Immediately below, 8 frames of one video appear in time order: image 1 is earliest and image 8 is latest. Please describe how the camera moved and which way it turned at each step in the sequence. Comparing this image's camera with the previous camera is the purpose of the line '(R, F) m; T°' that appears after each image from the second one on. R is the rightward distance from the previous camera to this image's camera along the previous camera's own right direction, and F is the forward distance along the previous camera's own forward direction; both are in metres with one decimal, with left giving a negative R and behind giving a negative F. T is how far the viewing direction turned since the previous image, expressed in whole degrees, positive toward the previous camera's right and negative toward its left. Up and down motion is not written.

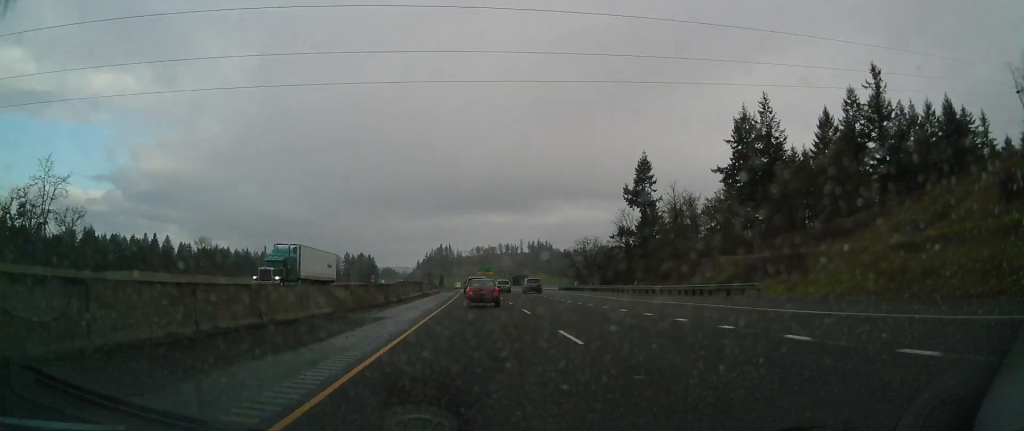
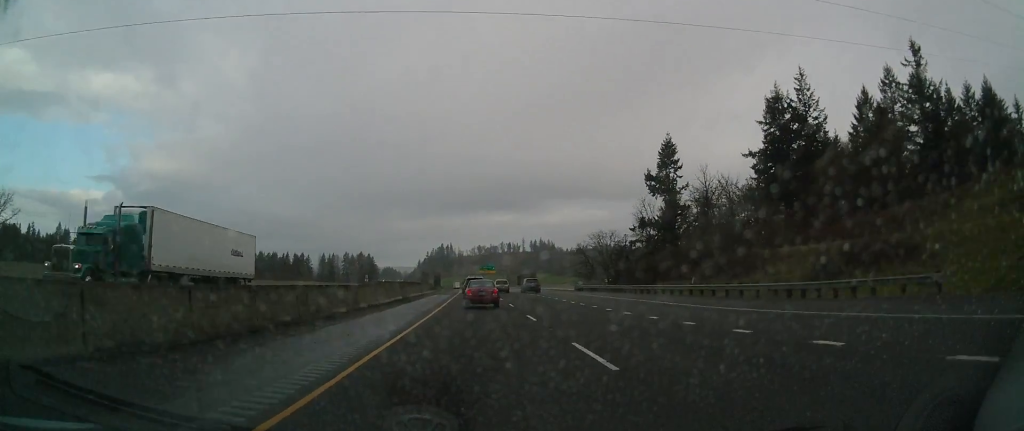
(-0.1, +15.4) m; 0°
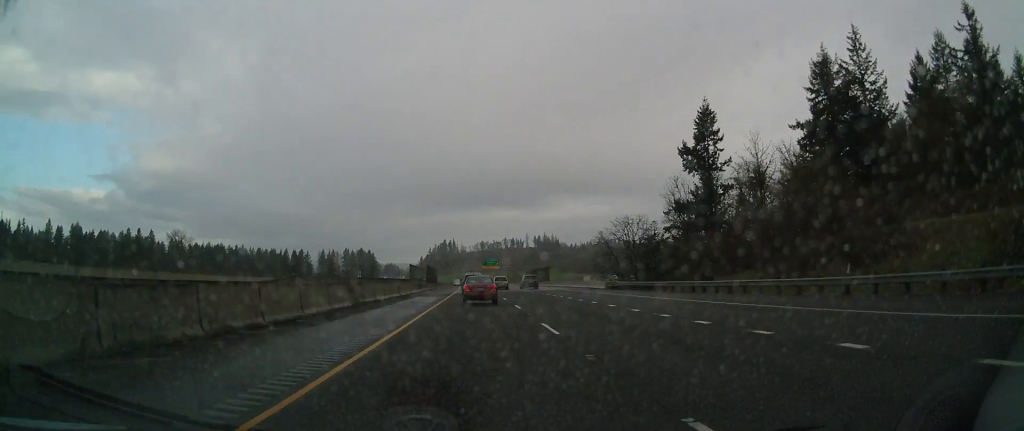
(-0.2, +18.7) m; 0°
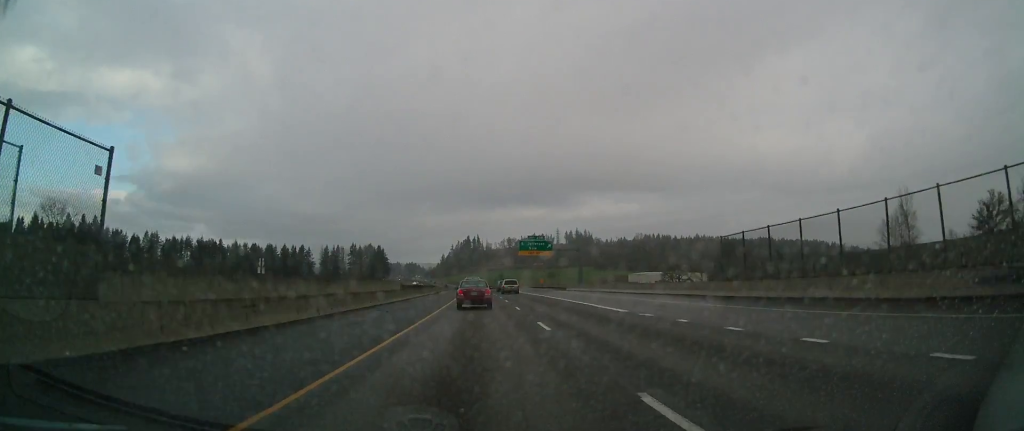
(-0.7, +110.7) m; -2°
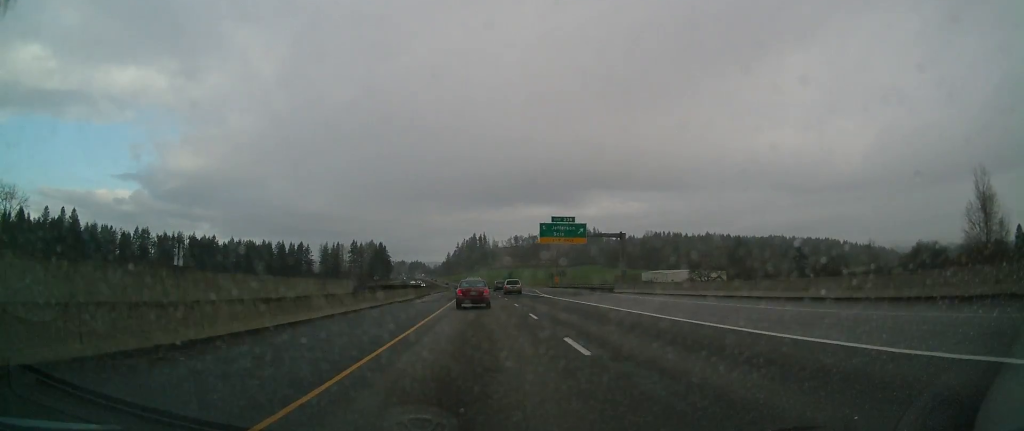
(-0.3, +30.1) m; -1°
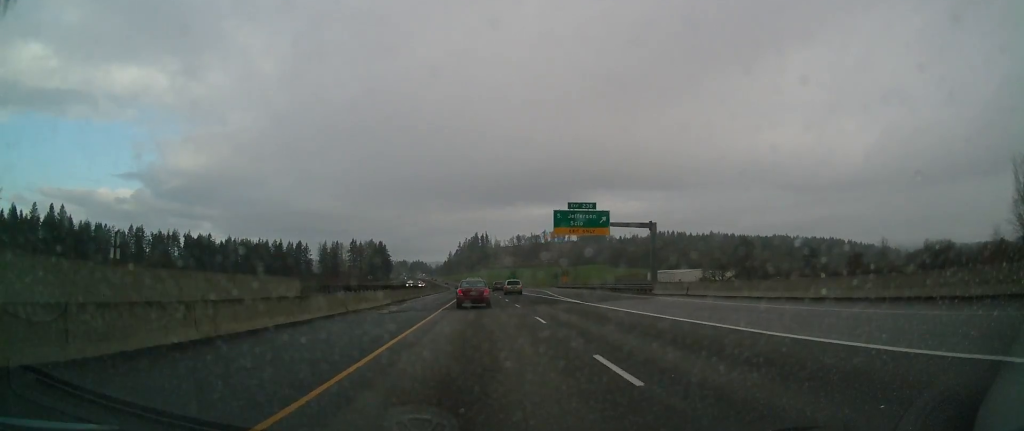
(0.0, +14.0) m; 0°
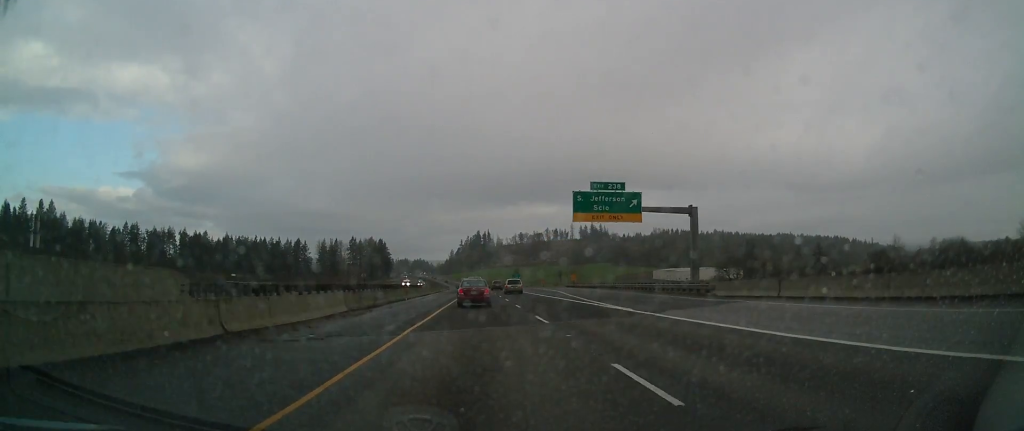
(0.0, +12.9) m; 0°
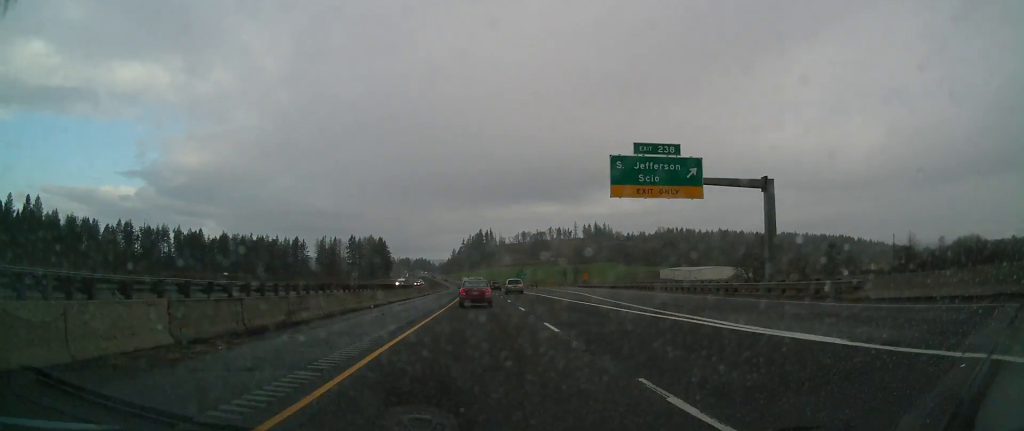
(0.0, +15.0) m; -1°
